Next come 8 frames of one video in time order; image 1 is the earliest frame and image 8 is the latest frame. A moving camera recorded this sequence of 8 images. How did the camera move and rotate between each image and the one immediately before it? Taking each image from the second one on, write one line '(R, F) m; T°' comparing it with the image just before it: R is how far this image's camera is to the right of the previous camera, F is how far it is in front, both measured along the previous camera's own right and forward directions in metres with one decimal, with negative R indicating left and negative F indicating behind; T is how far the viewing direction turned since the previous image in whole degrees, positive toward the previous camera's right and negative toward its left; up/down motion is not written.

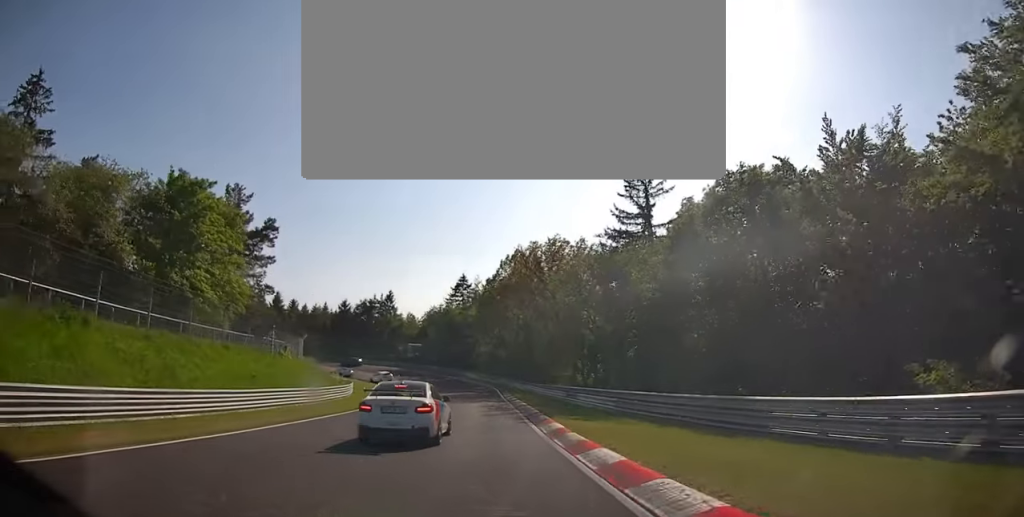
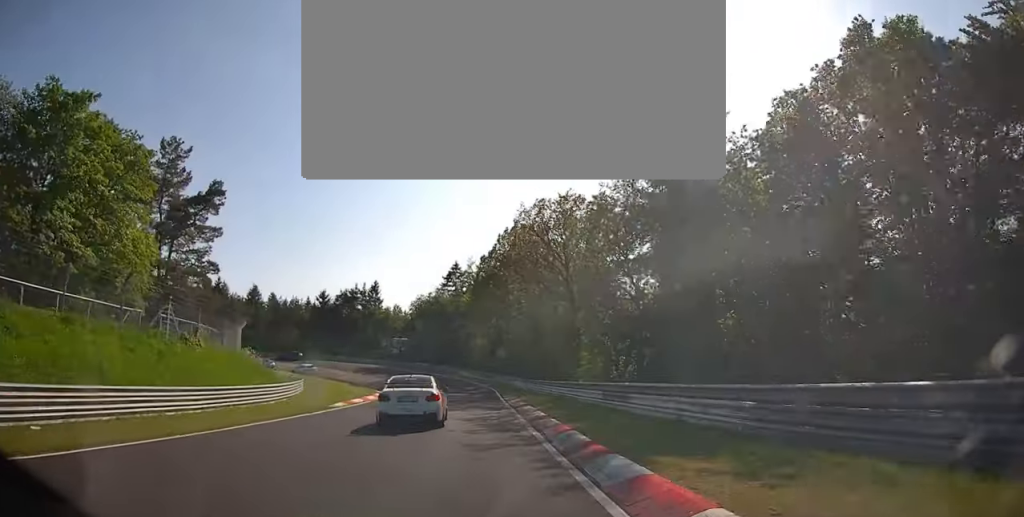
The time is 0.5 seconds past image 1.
(+0.1, +13.5) m; 0°
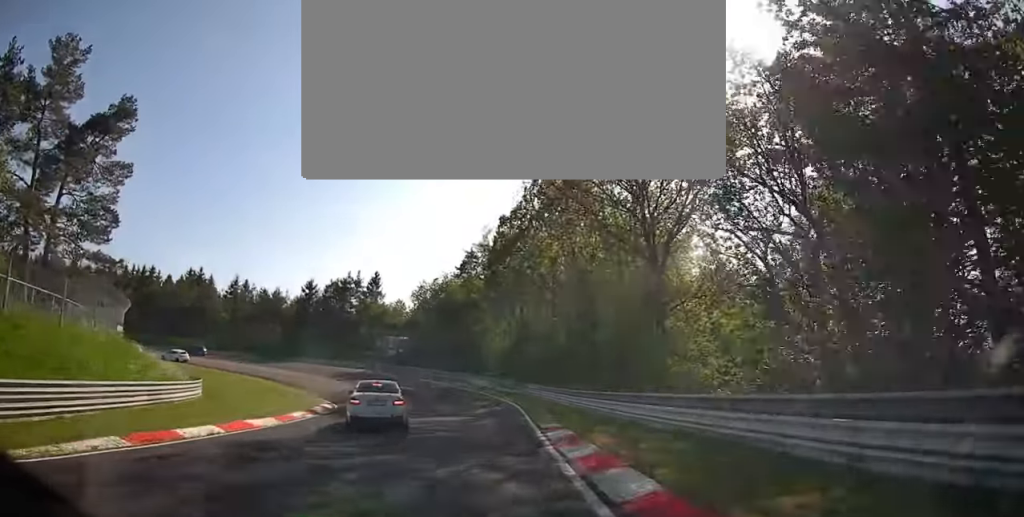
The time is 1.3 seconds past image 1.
(-0.2, +18.8) m; -3°
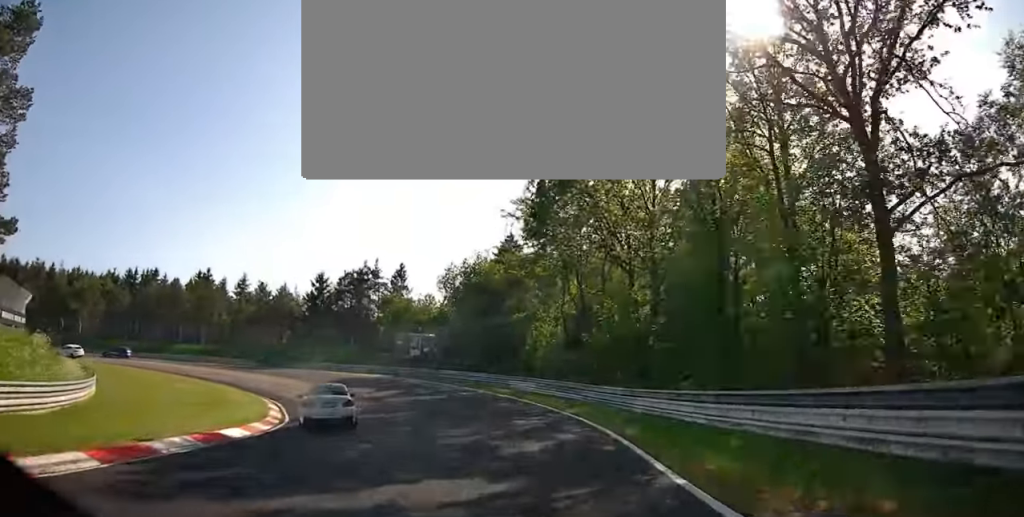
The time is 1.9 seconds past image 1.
(-0.1, +14.3) m; -5°
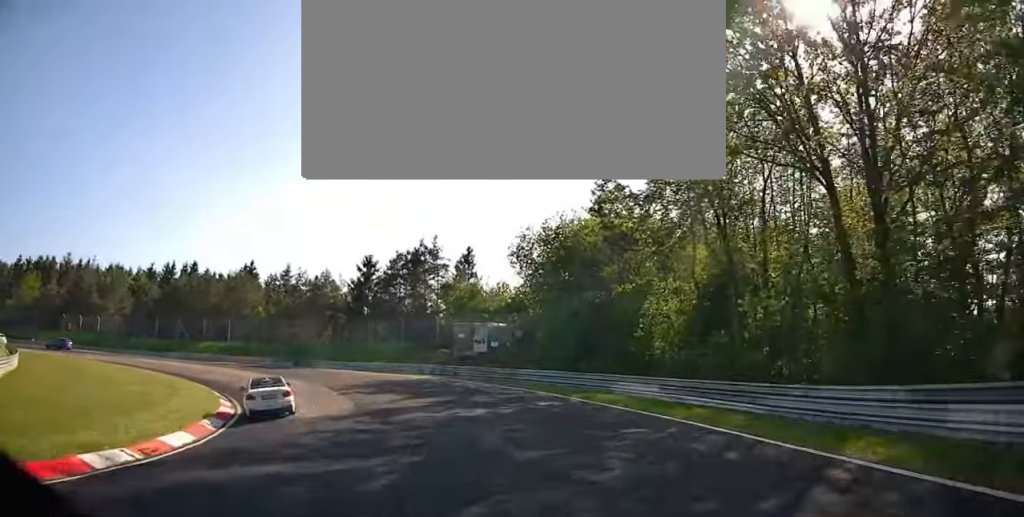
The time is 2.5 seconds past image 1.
(-0.7, +14.2) m; -10°
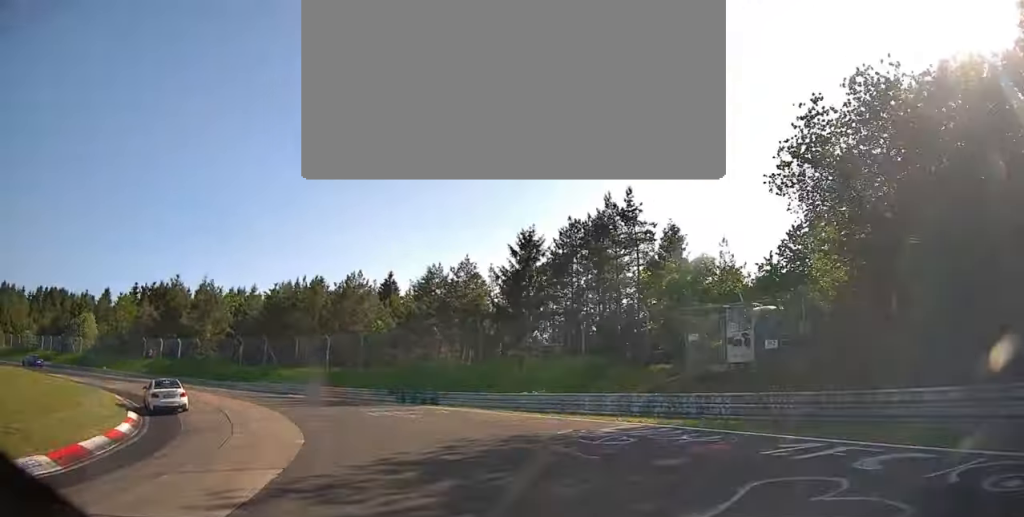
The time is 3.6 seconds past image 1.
(-3.9, +21.7) m; -27°
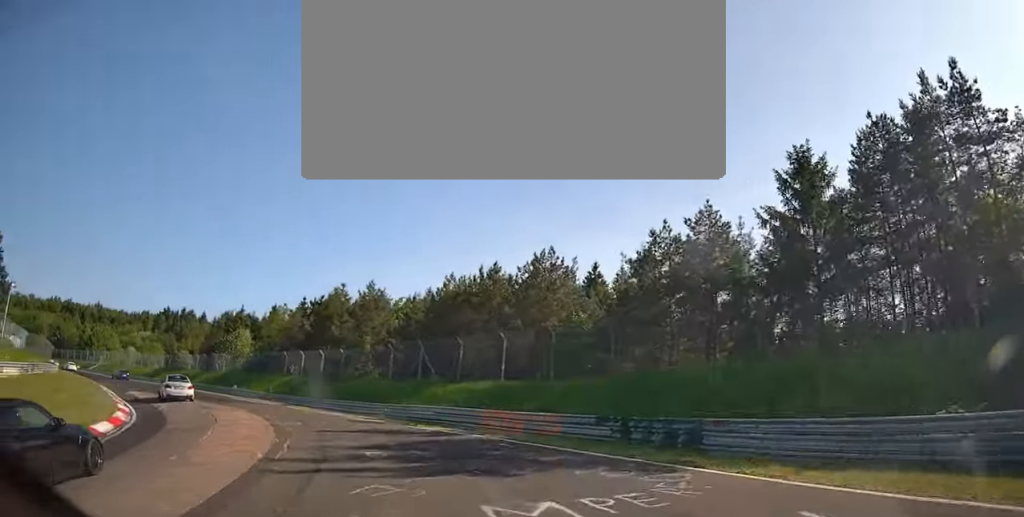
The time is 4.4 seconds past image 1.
(-3.8, +14.5) m; -22°
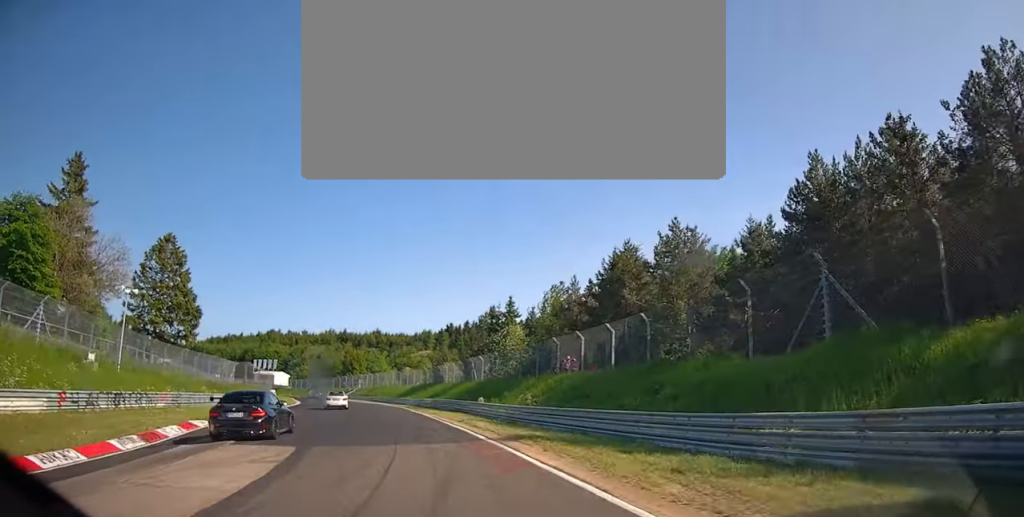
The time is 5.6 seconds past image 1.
(-5.5, +21.1) m; -22°
